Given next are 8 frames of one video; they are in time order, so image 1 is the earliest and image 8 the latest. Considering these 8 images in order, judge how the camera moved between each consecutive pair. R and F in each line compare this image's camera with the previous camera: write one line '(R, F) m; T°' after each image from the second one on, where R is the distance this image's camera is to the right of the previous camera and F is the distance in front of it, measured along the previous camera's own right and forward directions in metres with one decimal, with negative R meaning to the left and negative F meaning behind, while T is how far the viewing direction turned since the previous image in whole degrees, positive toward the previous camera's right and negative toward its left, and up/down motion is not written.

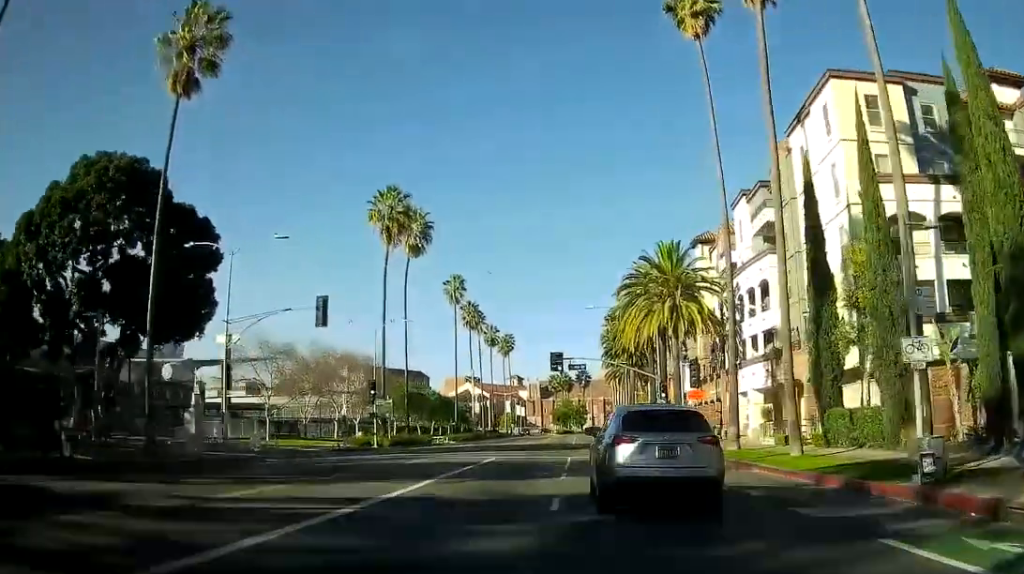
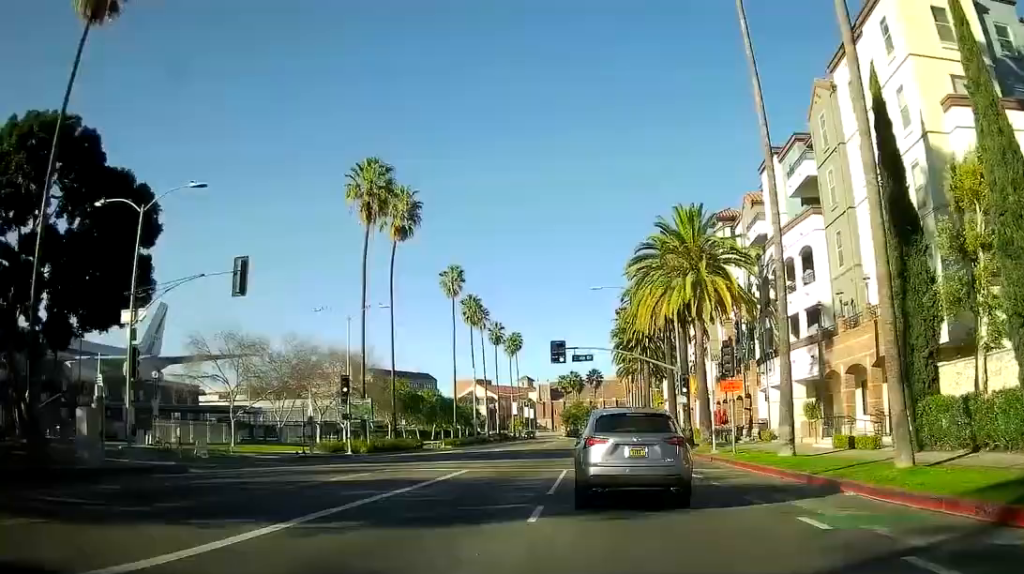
(+0.2, +7.9) m; 0°
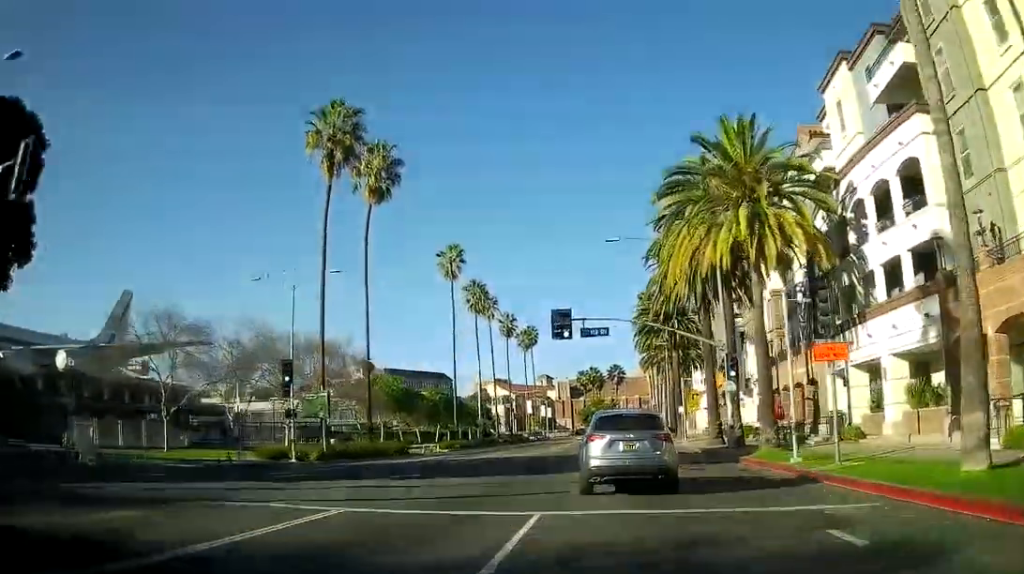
(0.0, +12.7) m; -2°
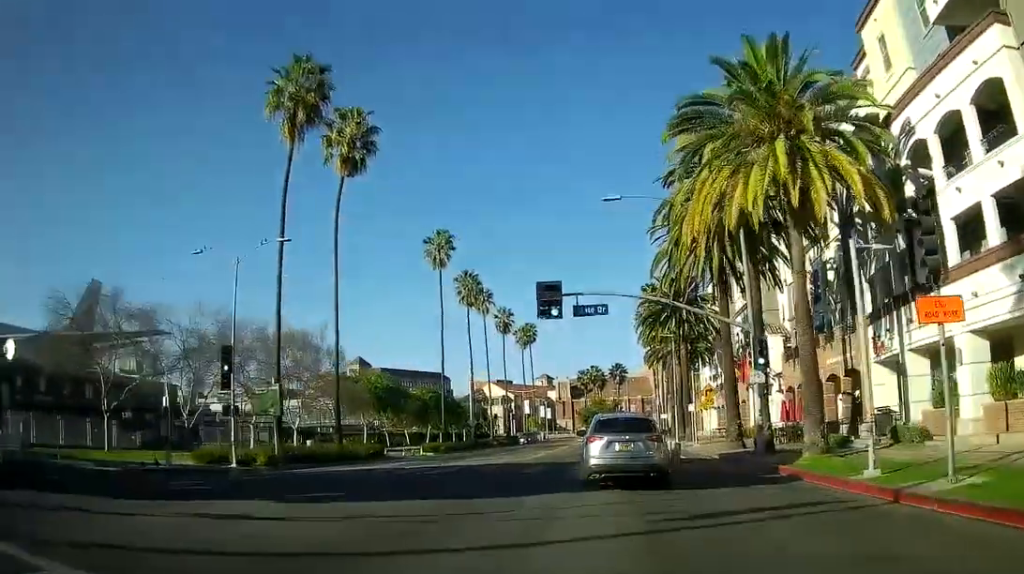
(-0.2, +7.4) m; -2°
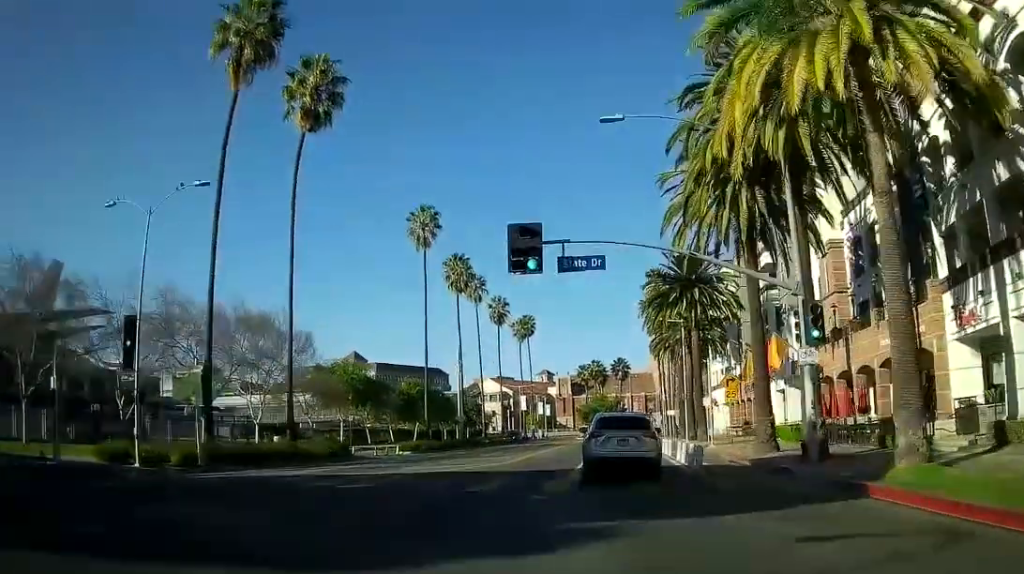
(0.0, +8.1) m; 0°
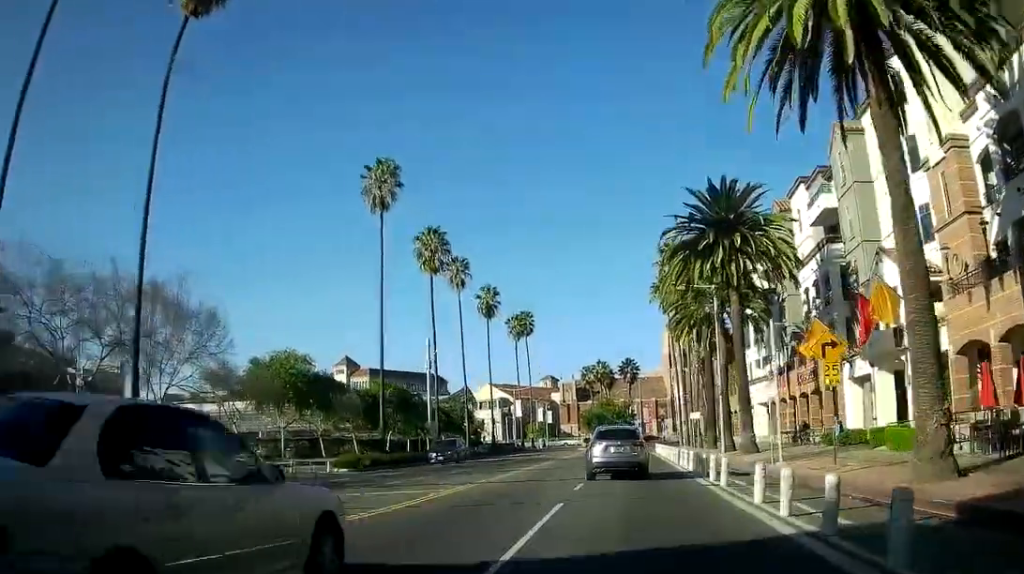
(0.0, +17.3) m; 0°
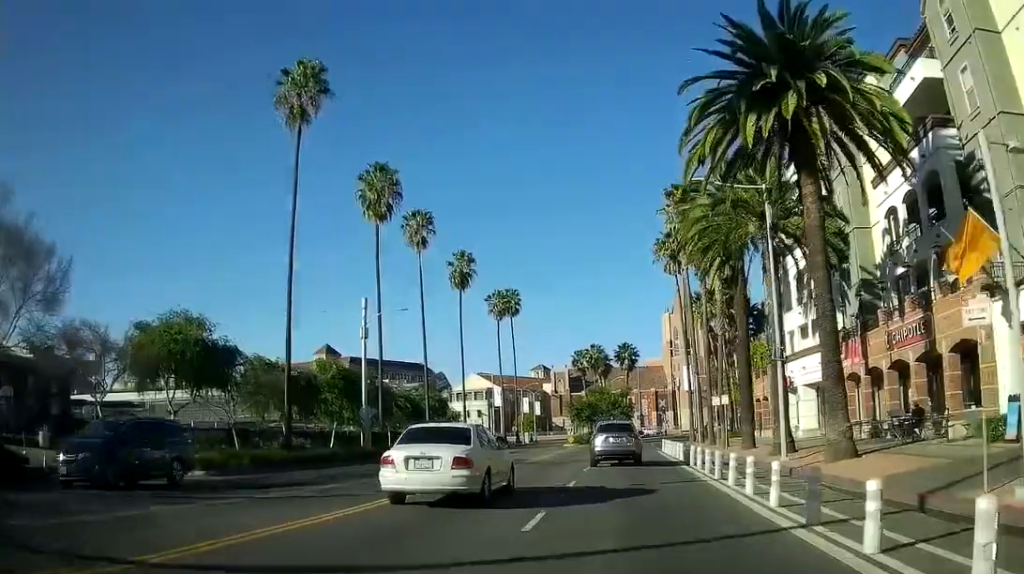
(0.0, +16.6) m; 0°
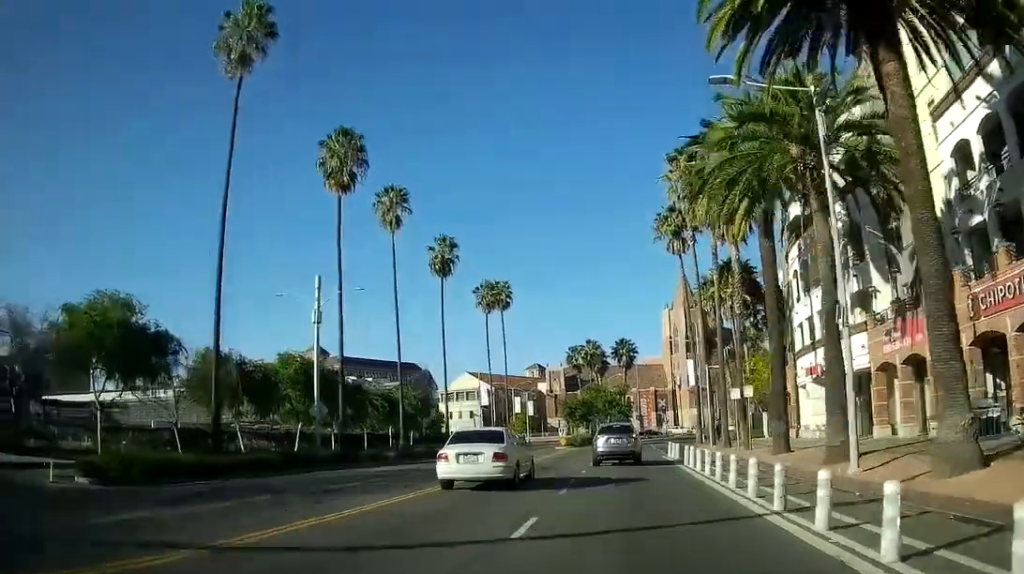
(0.0, +7.7) m; 0°
